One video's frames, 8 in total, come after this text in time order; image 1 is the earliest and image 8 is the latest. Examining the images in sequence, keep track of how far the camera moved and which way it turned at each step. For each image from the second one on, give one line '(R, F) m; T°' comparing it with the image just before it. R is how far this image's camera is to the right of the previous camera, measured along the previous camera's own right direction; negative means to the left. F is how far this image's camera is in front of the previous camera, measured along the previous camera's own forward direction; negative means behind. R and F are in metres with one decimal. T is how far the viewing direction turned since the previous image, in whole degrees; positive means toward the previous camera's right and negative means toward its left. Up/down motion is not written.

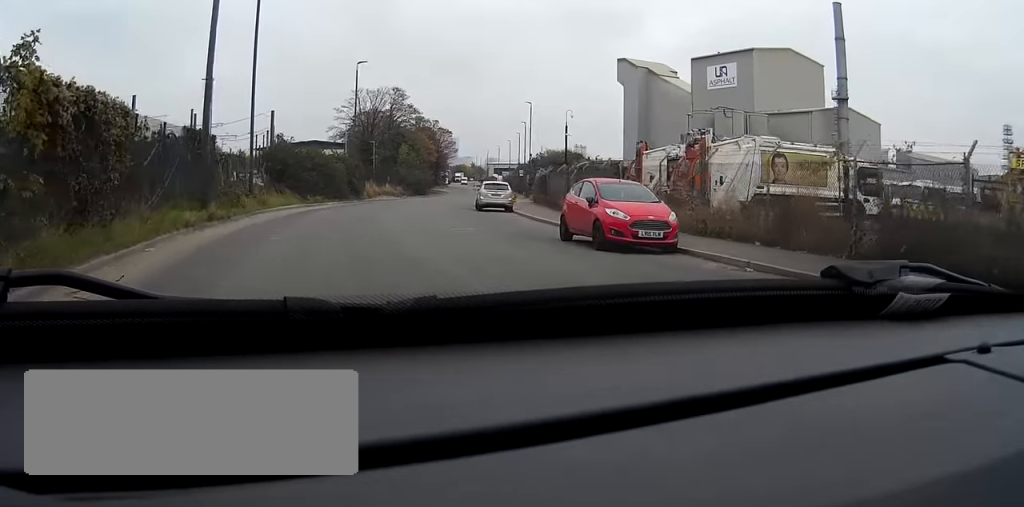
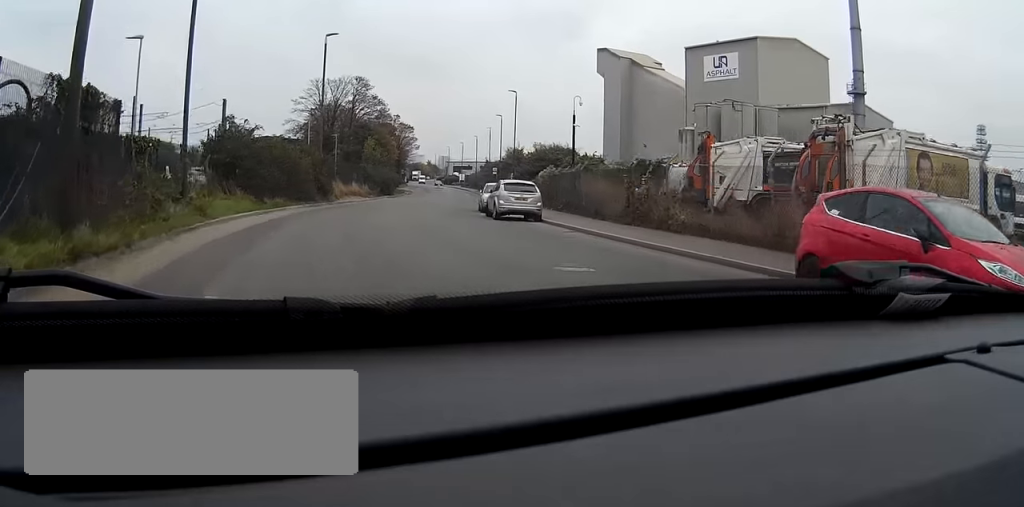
(+0.3, +10.0) m; +3°
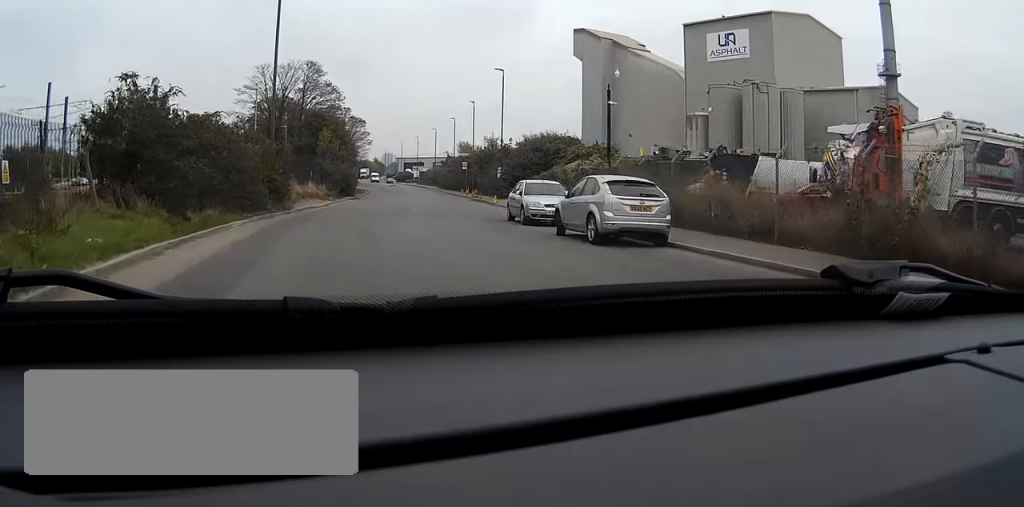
(+0.6, +12.7) m; +6°
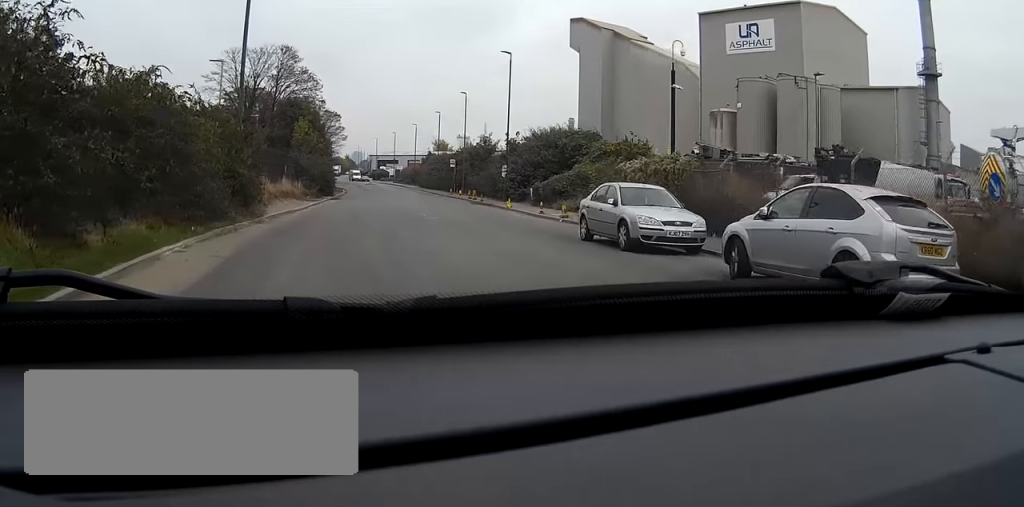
(+0.4, +8.9) m; +3°
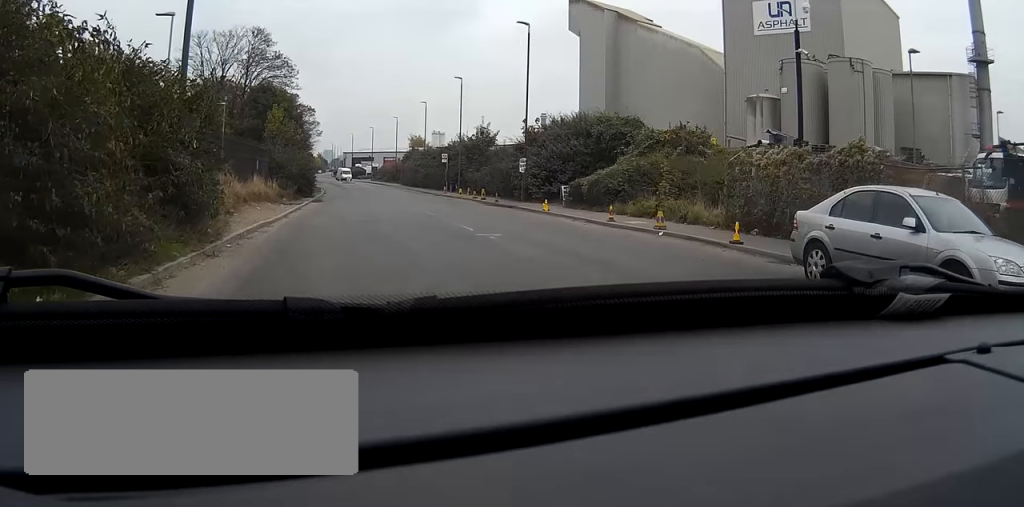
(+0.2, +9.4) m; +2°
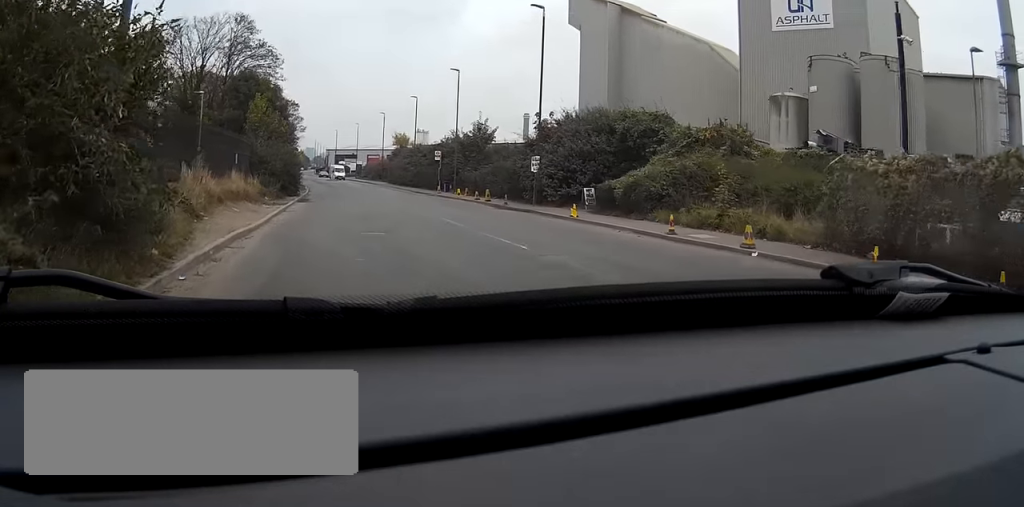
(0.0, +5.1) m; +1°
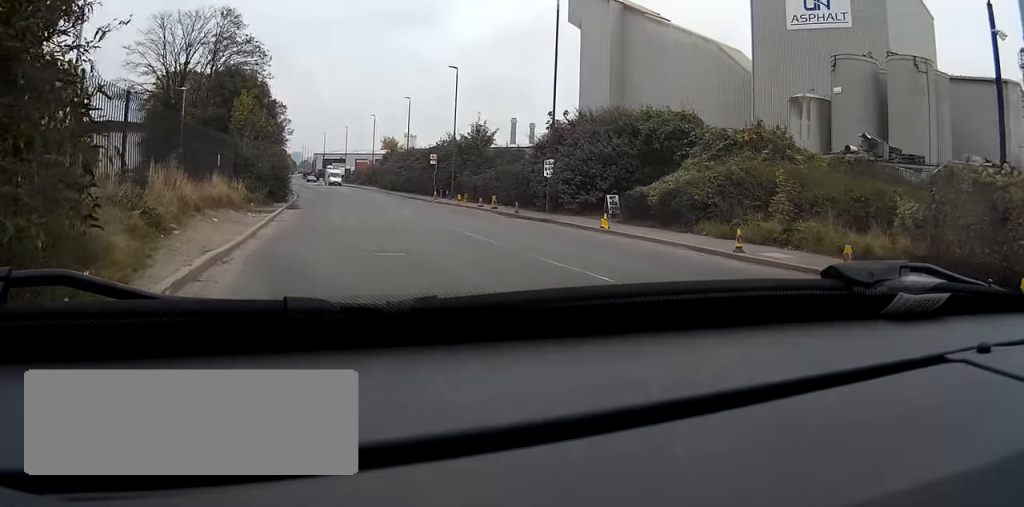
(+0.1, +3.7) m; +1°
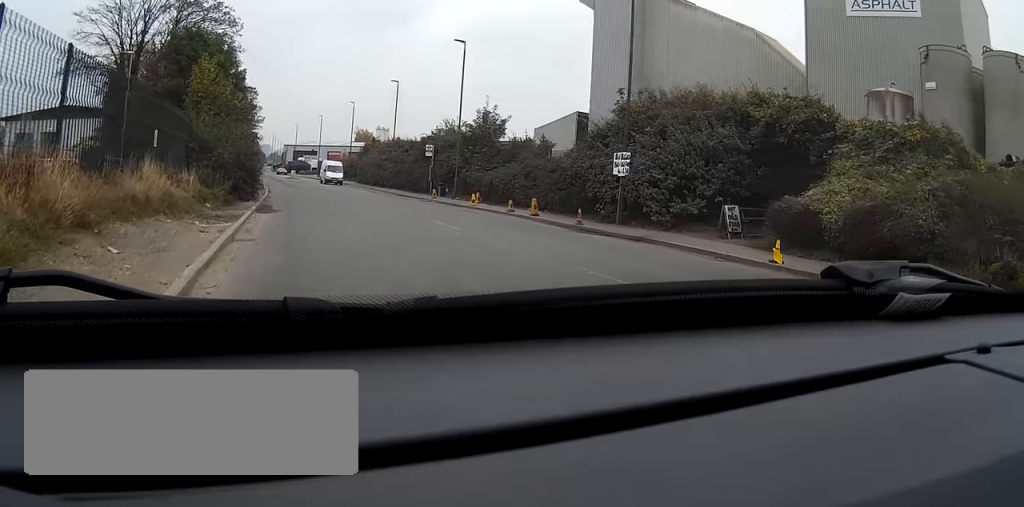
(+0.1, +10.5) m; +1°
